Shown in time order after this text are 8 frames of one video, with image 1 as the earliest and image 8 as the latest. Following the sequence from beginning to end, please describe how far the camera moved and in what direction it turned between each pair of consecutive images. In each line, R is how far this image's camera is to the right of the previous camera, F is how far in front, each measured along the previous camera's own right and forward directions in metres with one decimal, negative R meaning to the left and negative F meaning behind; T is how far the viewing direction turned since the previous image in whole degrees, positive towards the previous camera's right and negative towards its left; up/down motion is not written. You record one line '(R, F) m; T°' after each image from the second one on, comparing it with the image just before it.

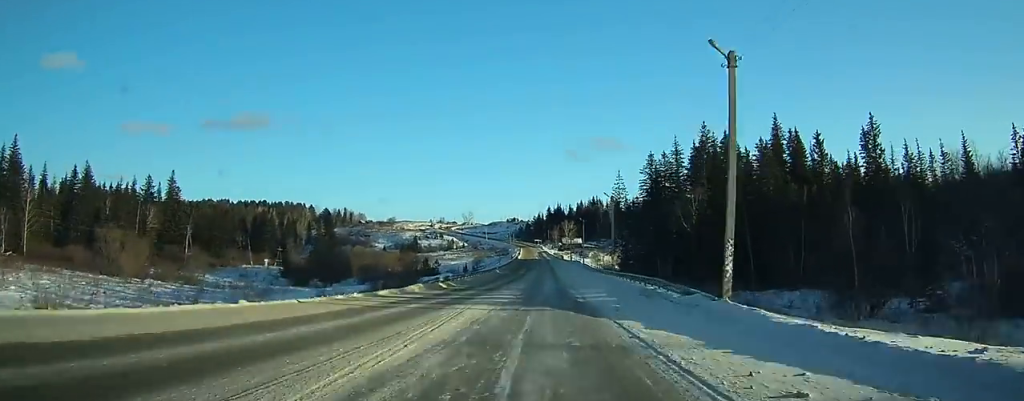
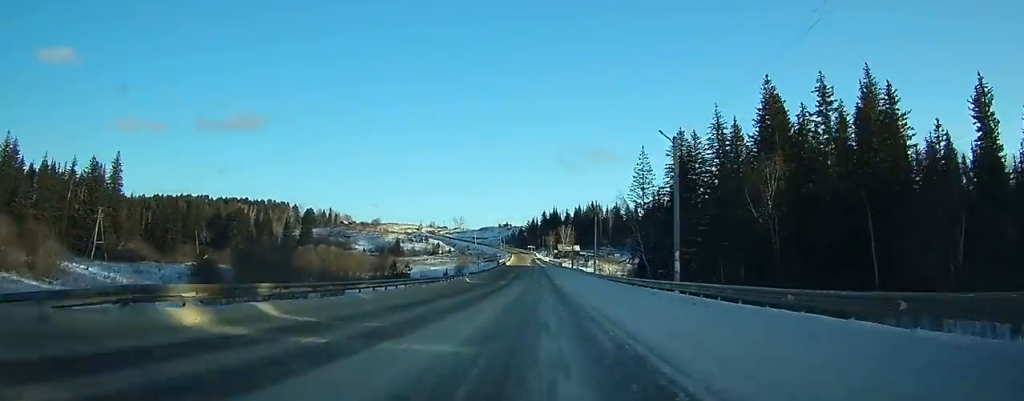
(+0.5, +28.9) m; +2°
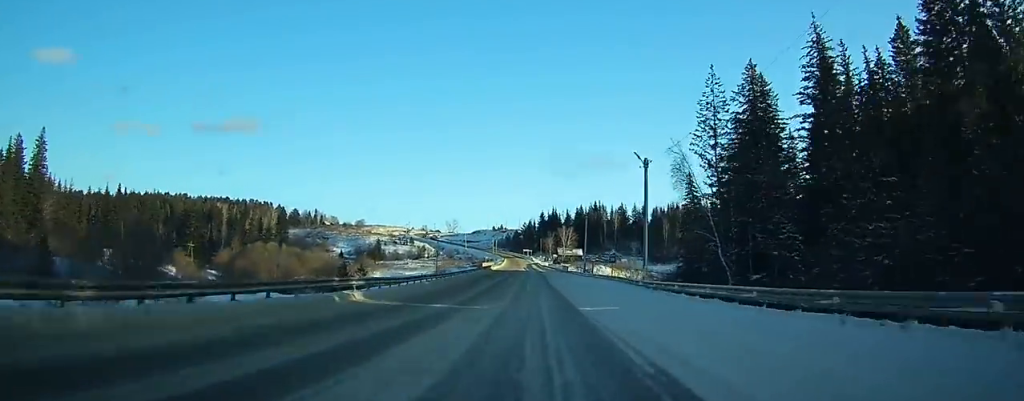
(+0.4, +33.8) m; +1°
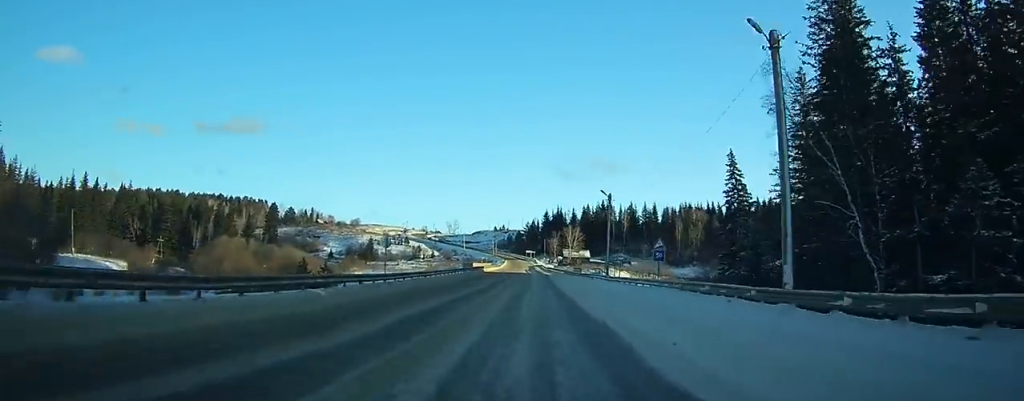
(+0.2, +19.7) m; 0°
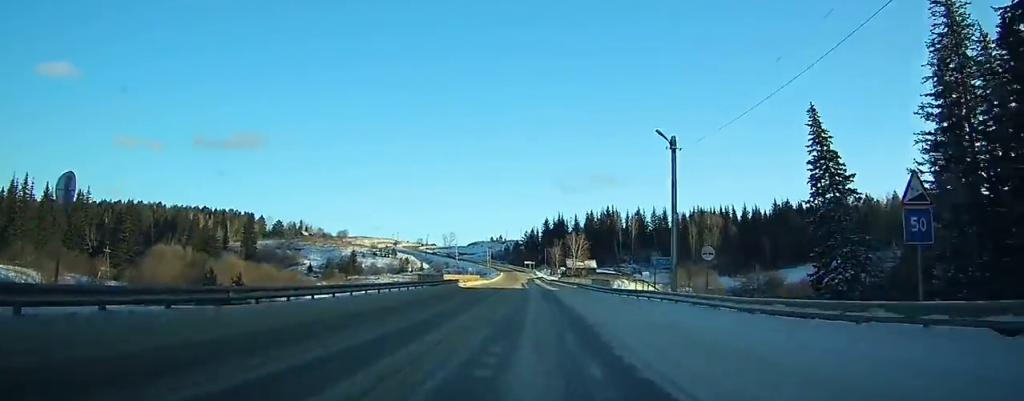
(+0.1, +25.2) m; 0°
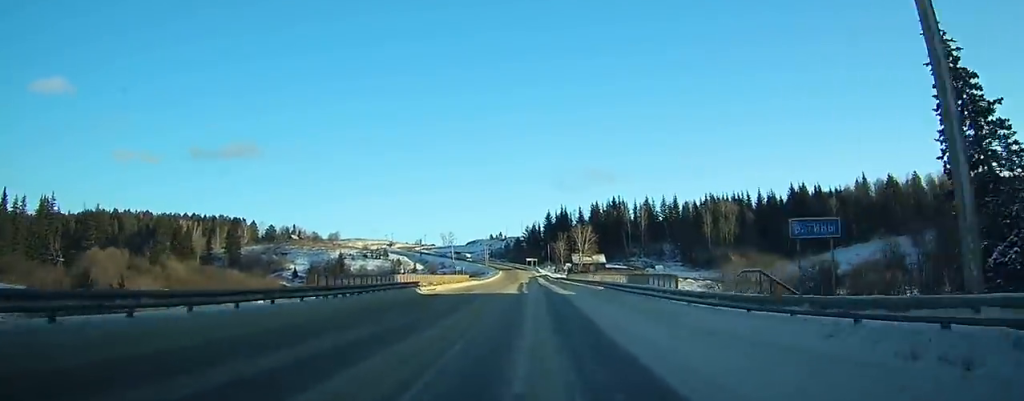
(-0.1, +19.3) m; 0°
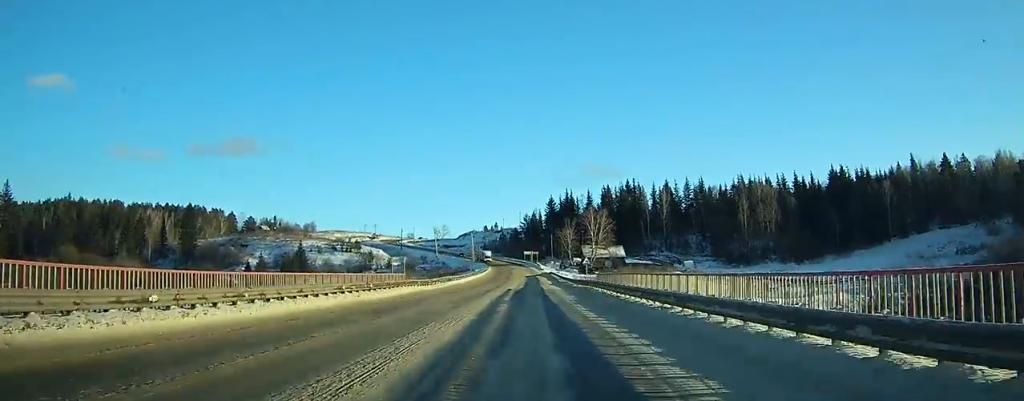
(-0.2, +39.9) m; -1°
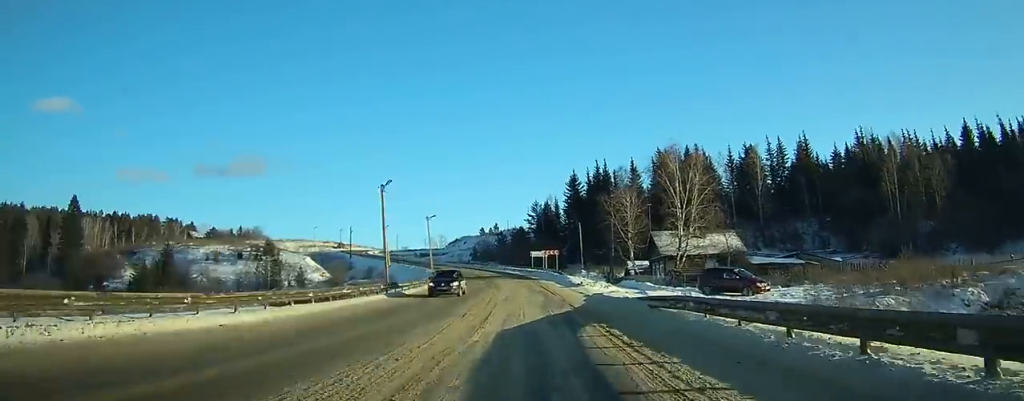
(-0.9, +78.3) m; -2°
